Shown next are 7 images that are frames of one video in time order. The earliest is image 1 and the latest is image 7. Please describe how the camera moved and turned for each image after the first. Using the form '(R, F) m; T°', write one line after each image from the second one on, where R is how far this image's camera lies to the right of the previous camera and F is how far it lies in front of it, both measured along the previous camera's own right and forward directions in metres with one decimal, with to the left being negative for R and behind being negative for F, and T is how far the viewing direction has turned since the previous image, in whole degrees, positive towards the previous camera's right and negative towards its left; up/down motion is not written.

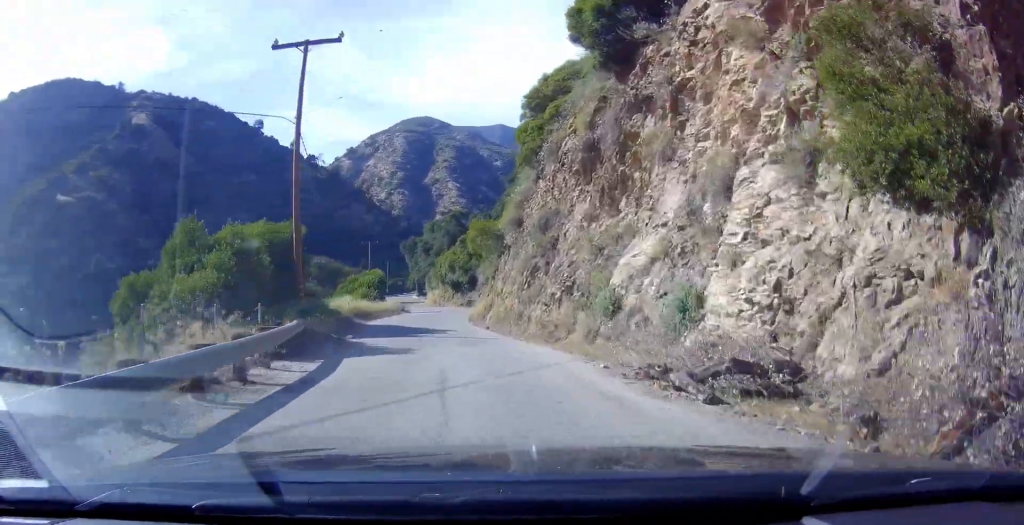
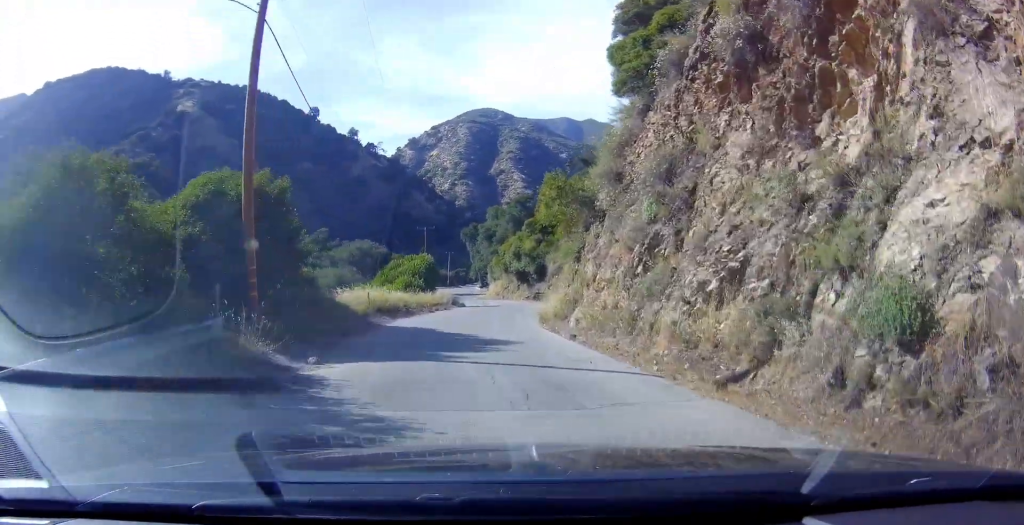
(-0.6, +10.0) m; -4°
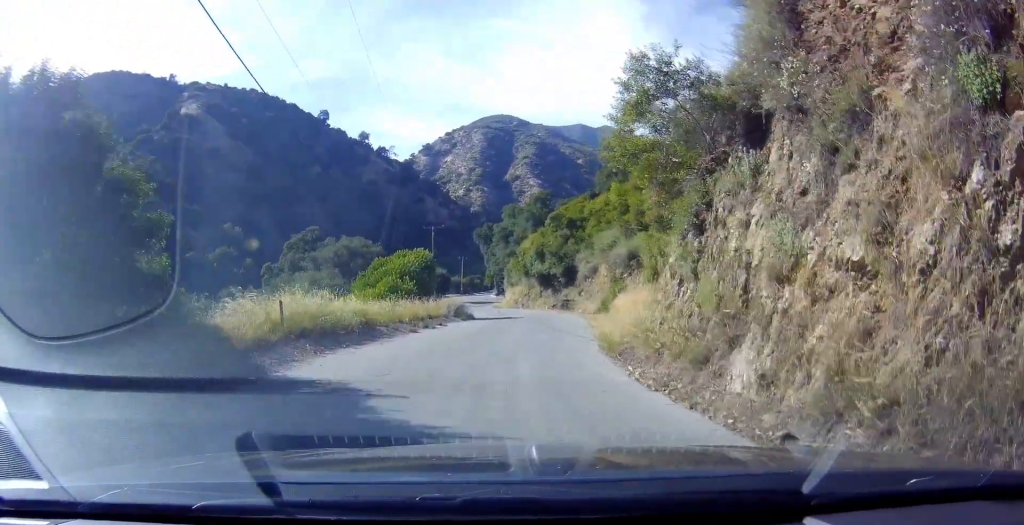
(0.0, +11.6) m; 0°
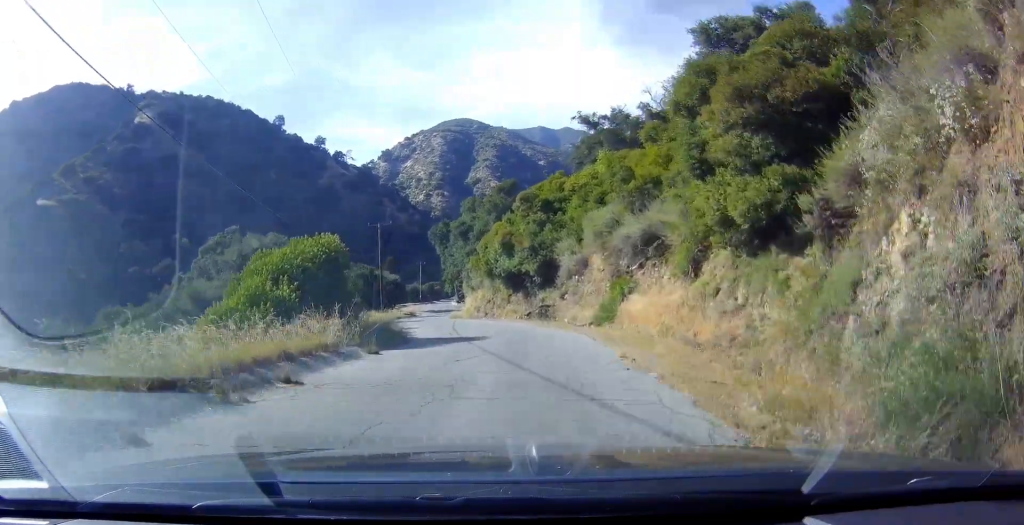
(0.0, +13.2) m; 0°
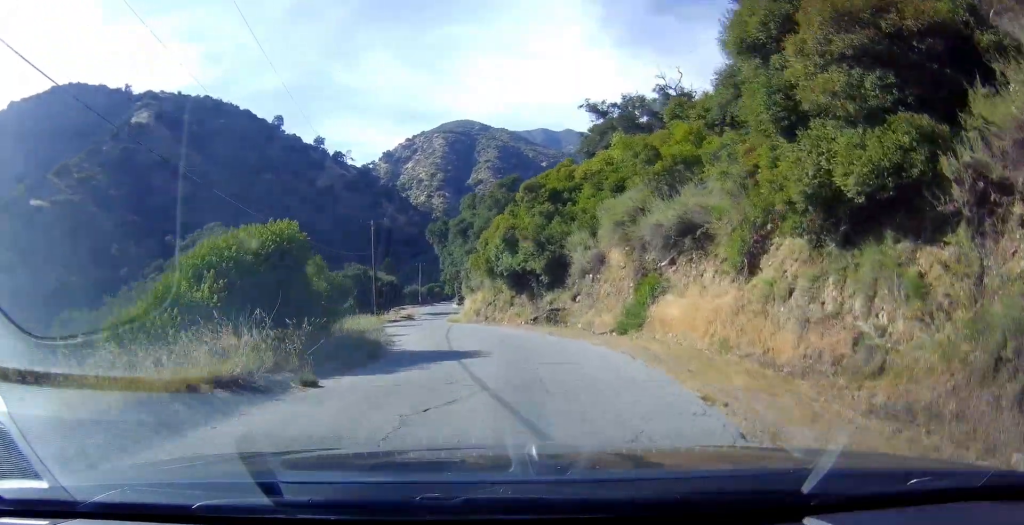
(0.0, +5.4) m; 0°
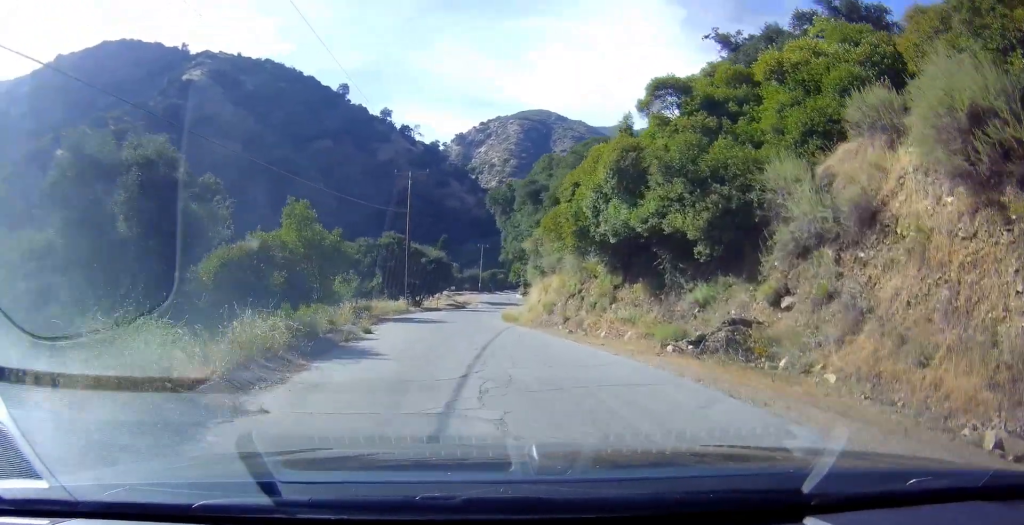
(0.0, +19.0) m; 0°
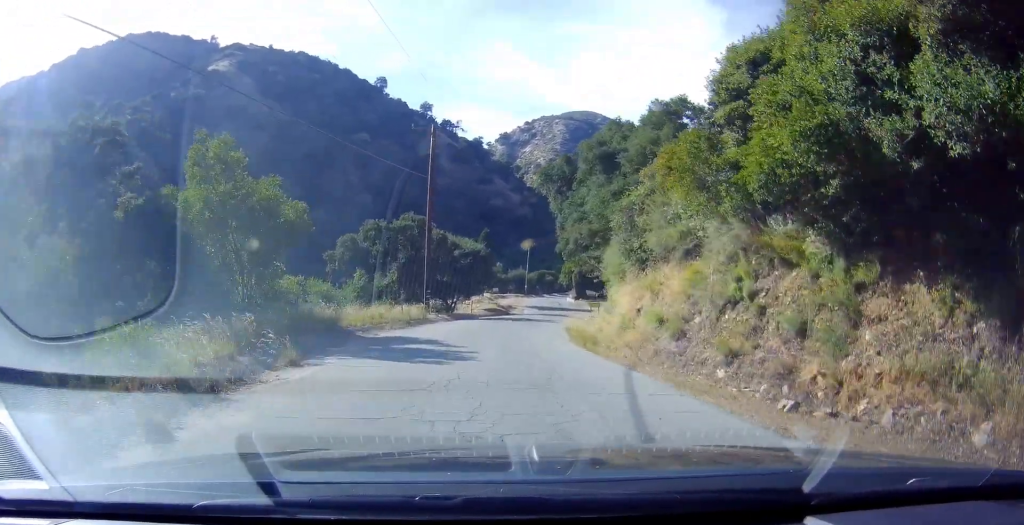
(0.0, +14.8) m; 0°
